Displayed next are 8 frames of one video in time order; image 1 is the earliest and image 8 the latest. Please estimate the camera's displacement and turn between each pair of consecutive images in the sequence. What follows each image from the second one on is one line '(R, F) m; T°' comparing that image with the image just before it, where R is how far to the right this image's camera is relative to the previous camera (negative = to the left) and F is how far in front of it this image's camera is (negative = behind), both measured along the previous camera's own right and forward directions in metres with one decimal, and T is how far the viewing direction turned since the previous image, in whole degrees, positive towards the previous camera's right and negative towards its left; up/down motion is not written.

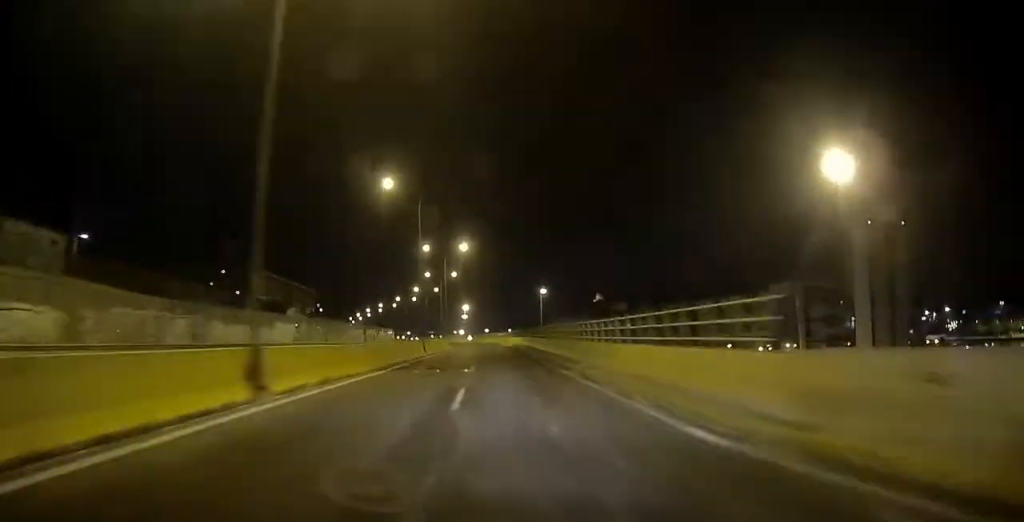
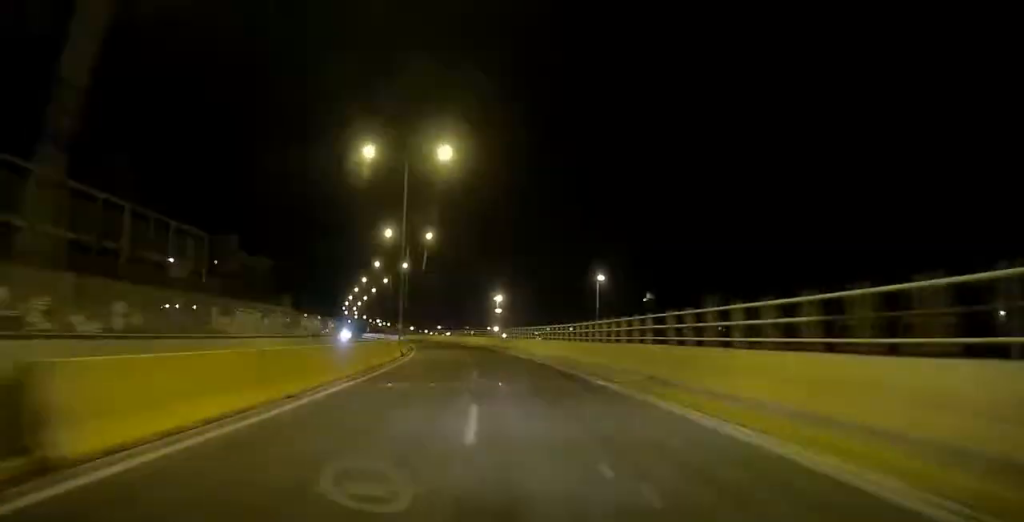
(-1.6, +72.4) m; -5°
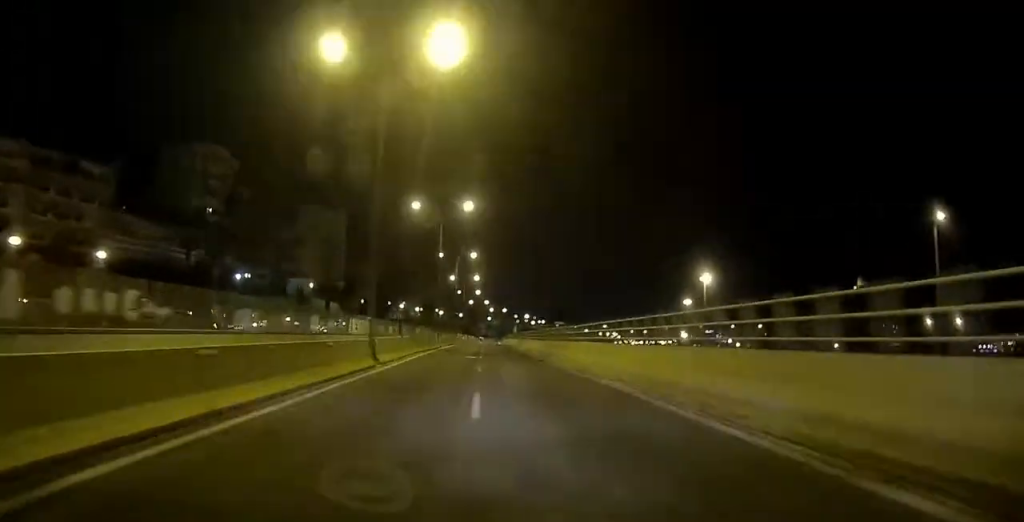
(-10.3, +112.4) m; -7°
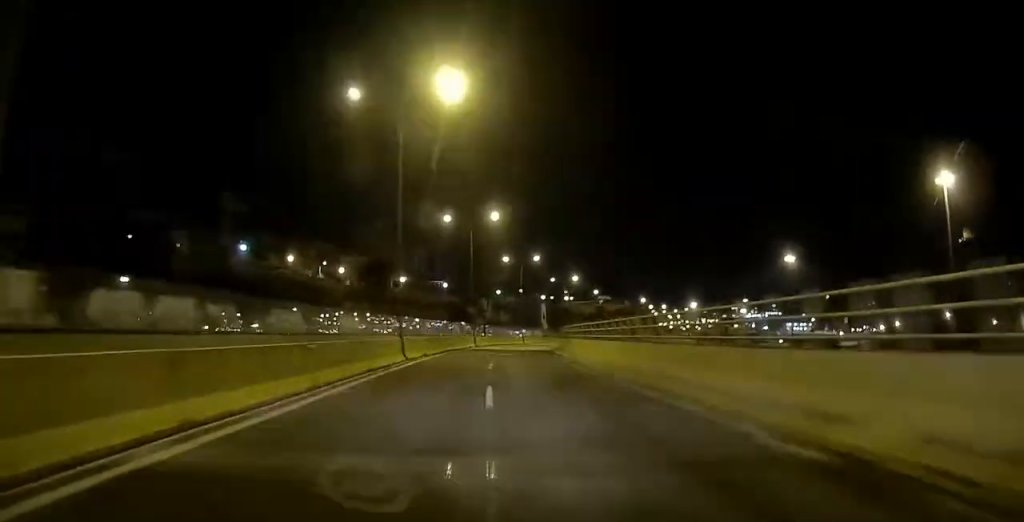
(-1.9, +122.9) m; +5°
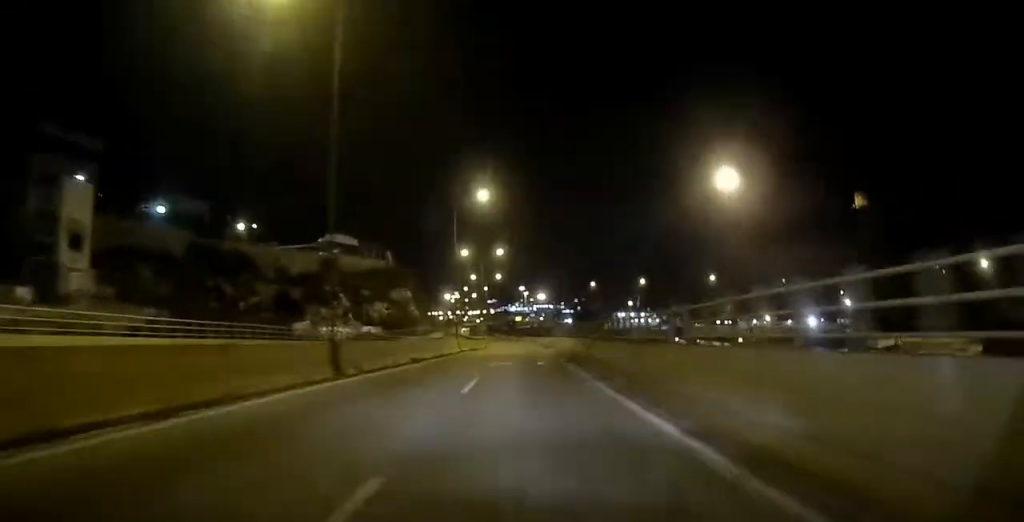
(+20.3, +141.6) m; +14°
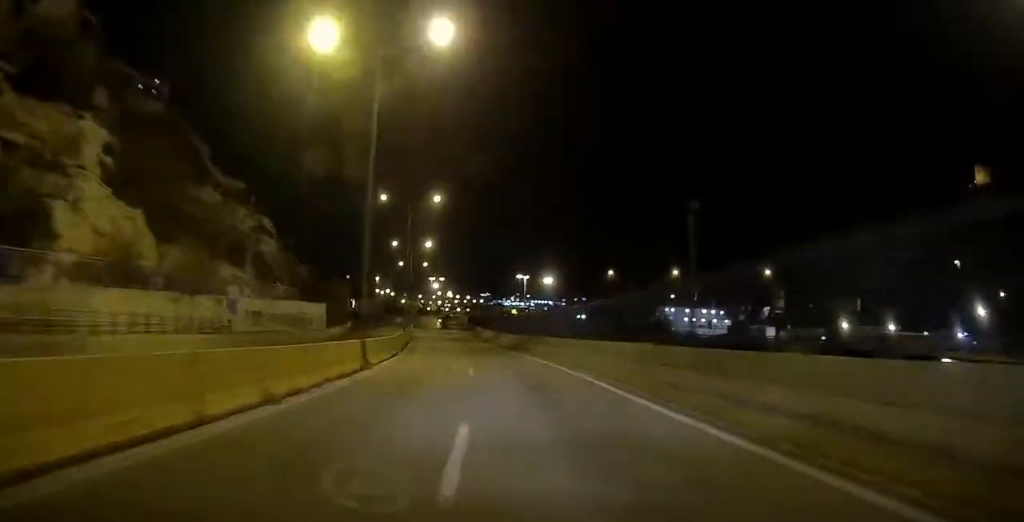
(+2.5, +99.6) m; -1°
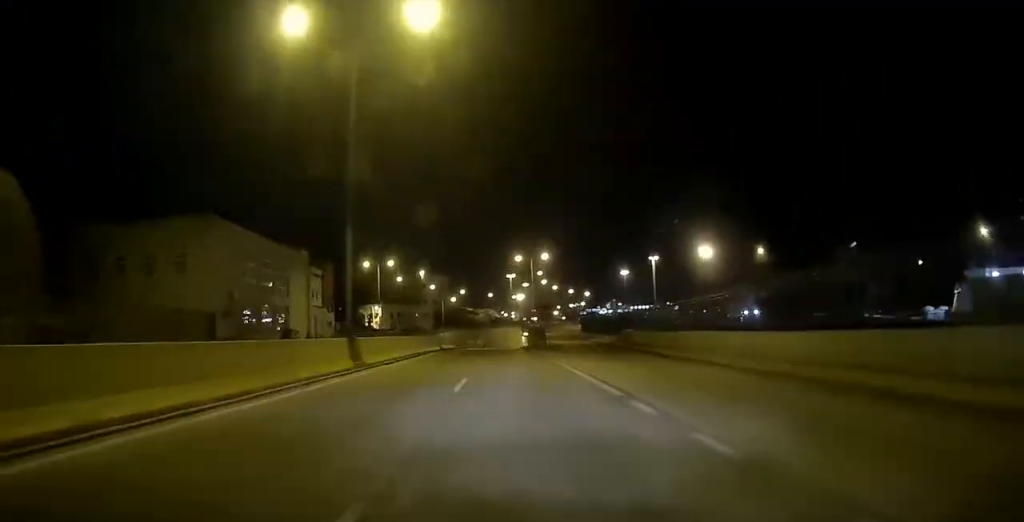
(-4.3, +100.8) m; +1°
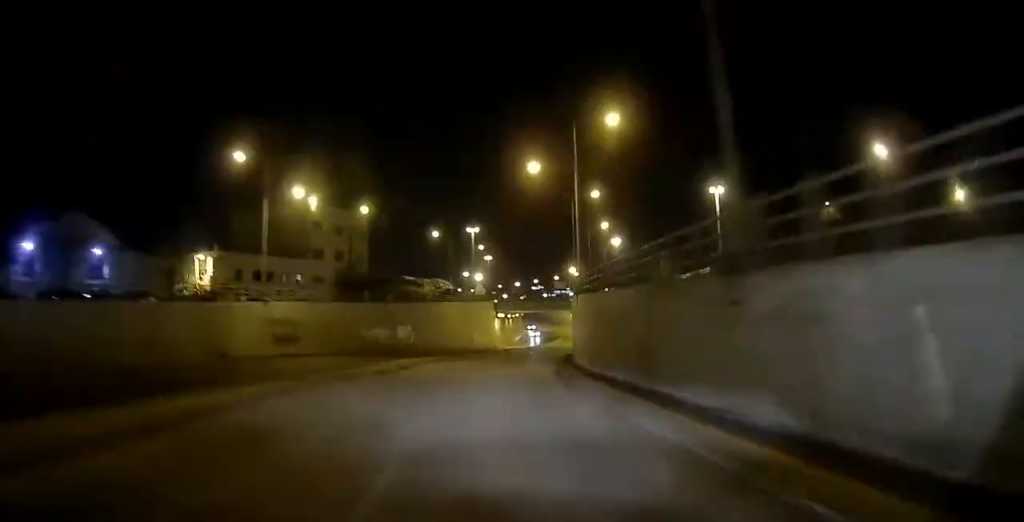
(+3.7, +76.8) m; +3°
